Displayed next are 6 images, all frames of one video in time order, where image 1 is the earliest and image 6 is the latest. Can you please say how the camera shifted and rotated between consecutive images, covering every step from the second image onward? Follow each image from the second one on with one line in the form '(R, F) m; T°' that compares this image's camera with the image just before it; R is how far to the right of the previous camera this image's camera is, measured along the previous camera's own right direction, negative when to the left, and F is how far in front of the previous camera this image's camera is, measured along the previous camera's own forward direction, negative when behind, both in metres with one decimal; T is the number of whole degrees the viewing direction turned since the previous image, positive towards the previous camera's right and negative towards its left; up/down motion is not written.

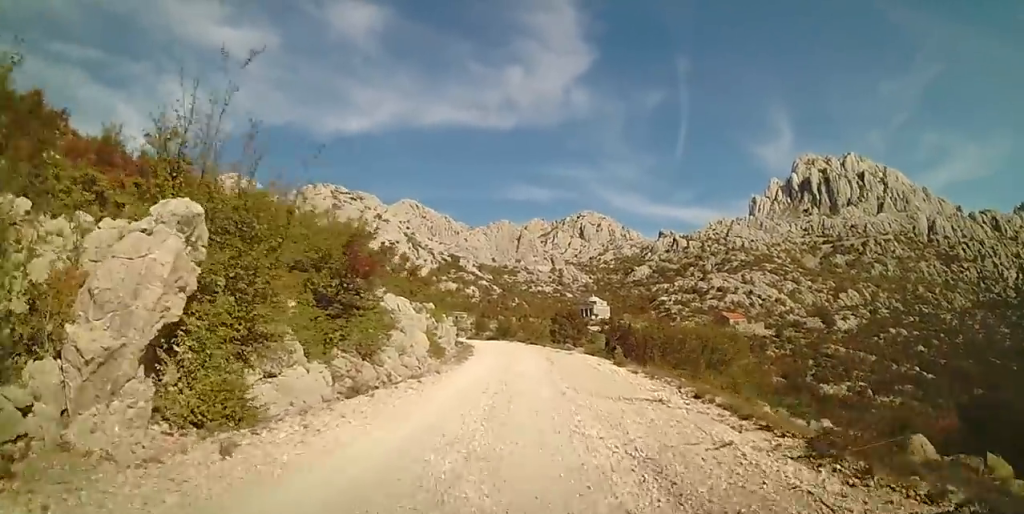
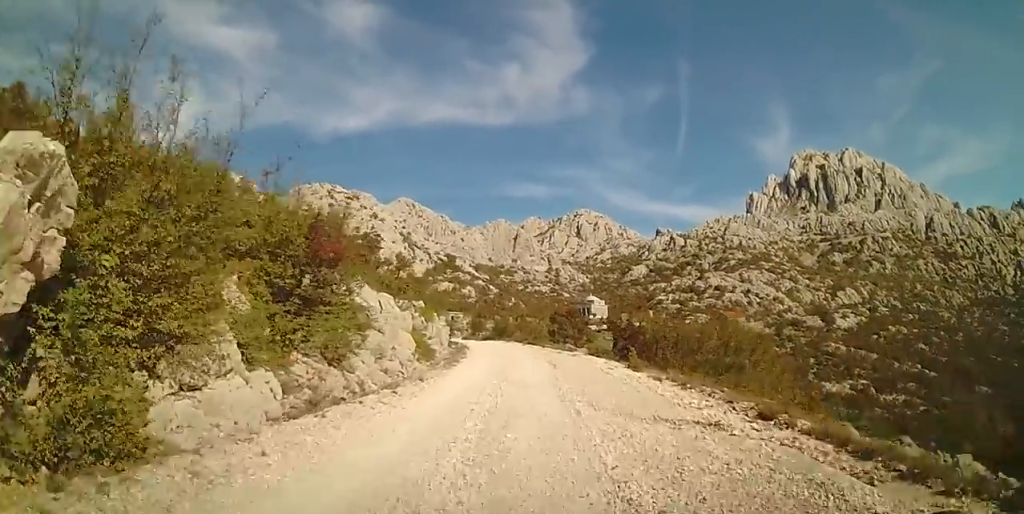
(-0.1, +2.7) m; +1°
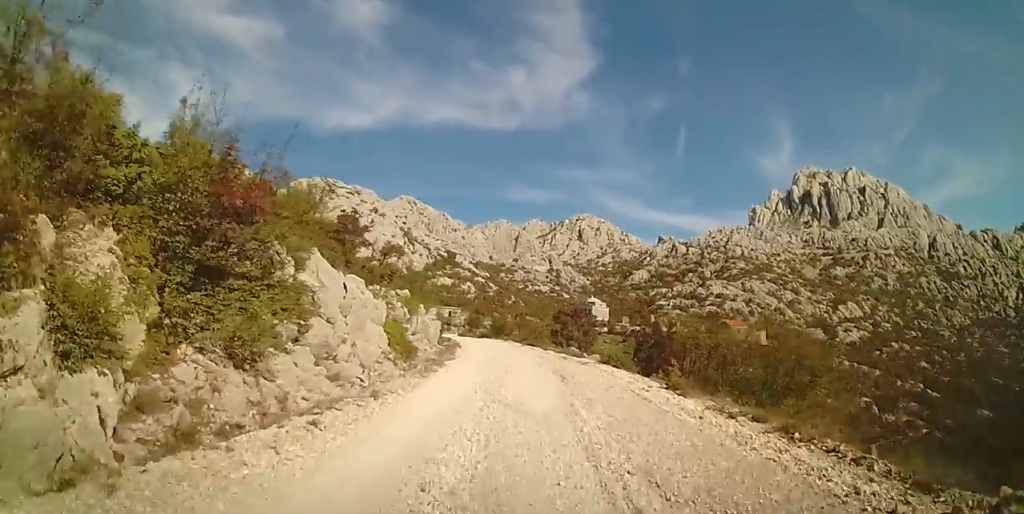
(+0.3, +4.5) m; +2°
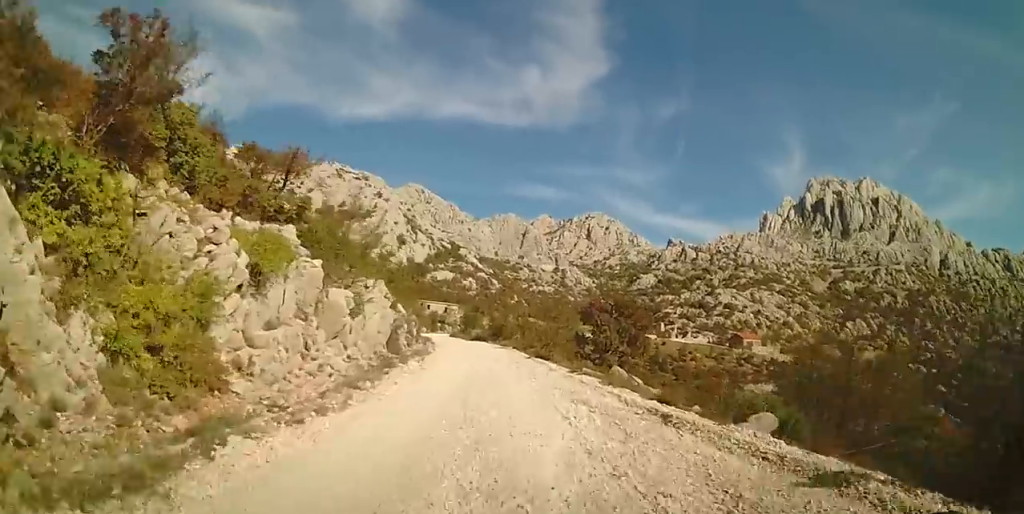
(+0.2, +15.7) m; -2°
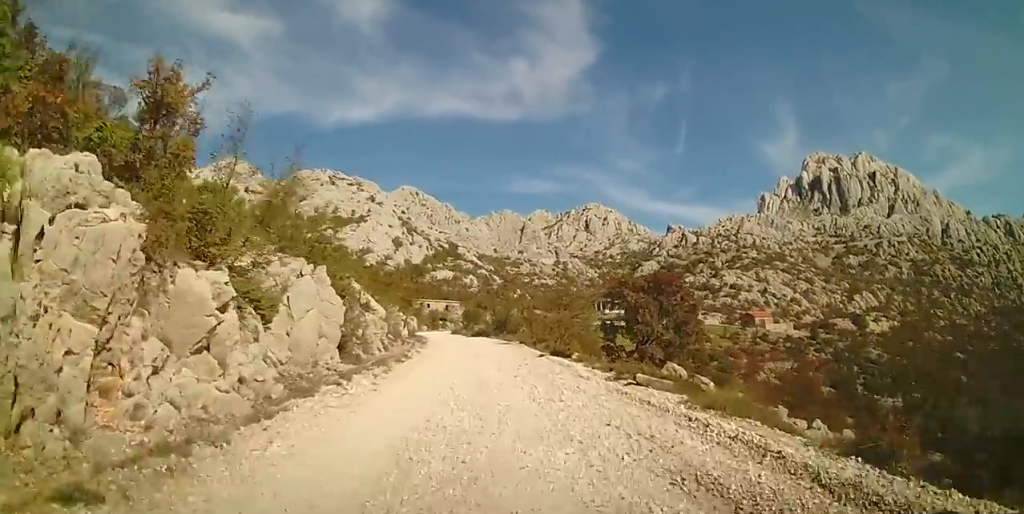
(-0.4, +6.7) m; 0°
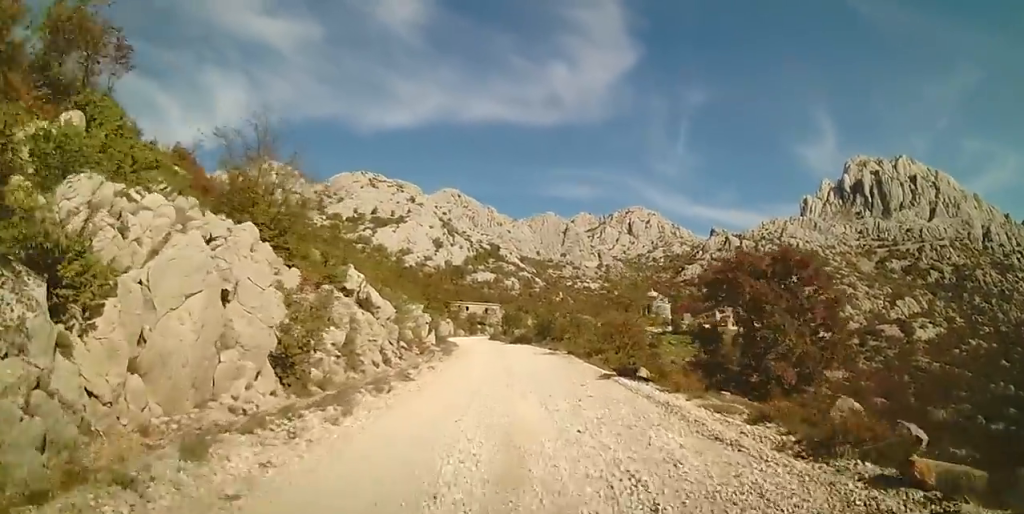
(+0.3, +6.6) m; -1°
